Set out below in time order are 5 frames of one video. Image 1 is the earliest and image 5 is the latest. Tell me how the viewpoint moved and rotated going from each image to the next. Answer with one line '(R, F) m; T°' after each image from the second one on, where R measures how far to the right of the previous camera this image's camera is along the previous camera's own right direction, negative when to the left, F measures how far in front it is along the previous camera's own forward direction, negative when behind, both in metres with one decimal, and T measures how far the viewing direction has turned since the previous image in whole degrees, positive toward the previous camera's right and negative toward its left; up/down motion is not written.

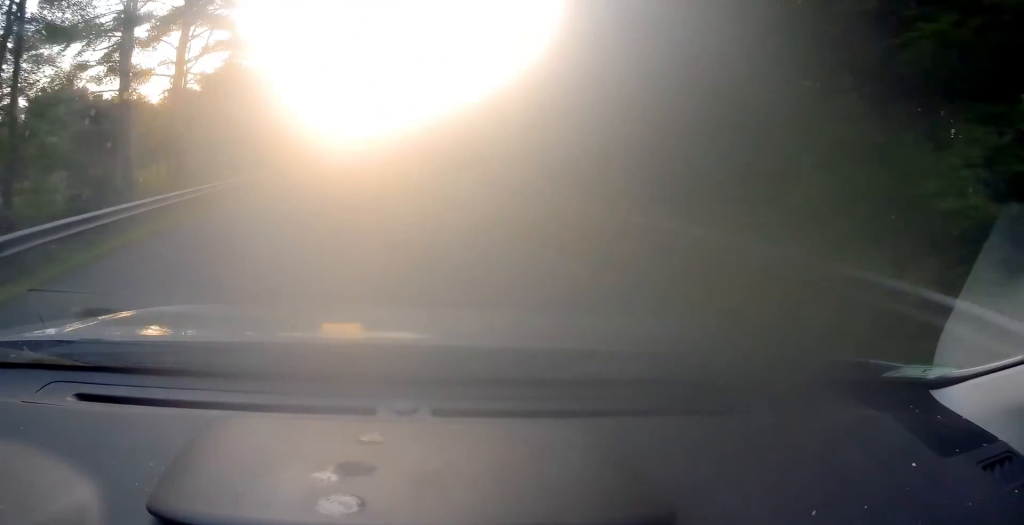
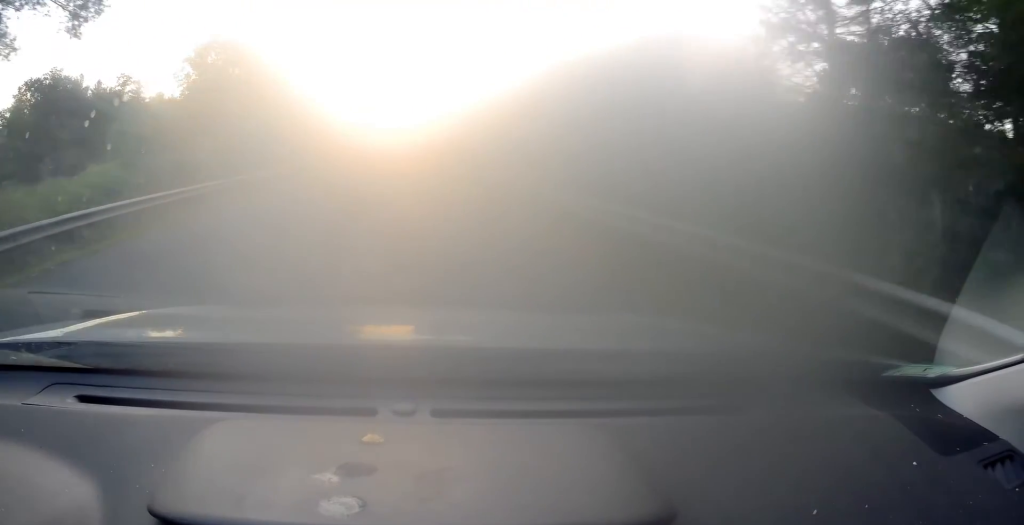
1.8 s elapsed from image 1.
(-0.2, +18.1) m; -5°
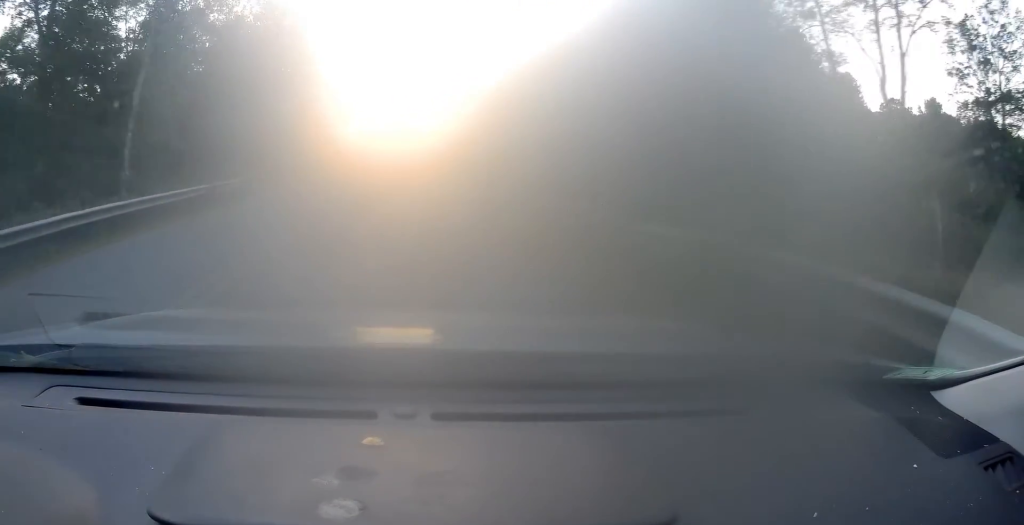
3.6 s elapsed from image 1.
(-1.9, +31.1) m; -3°
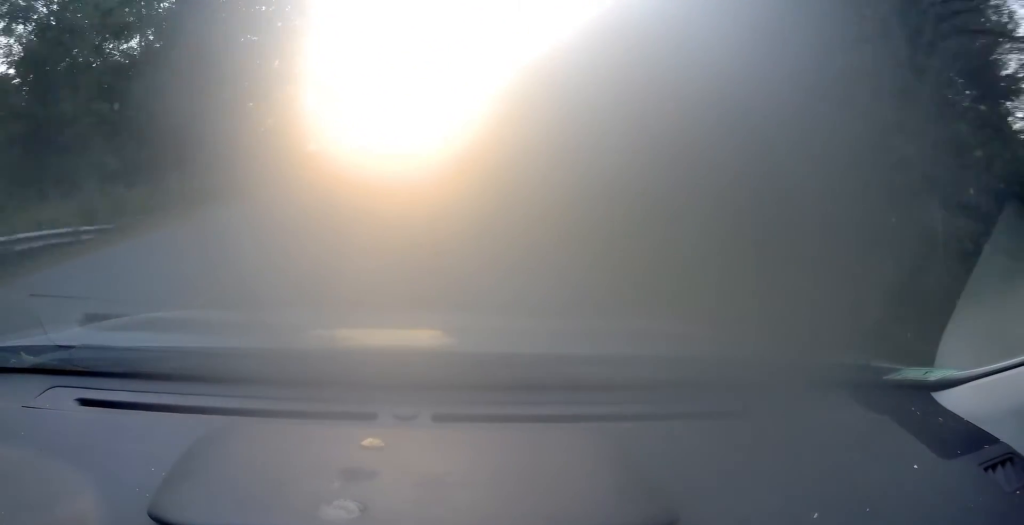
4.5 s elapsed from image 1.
(+0.1, +19.3) m; 0°
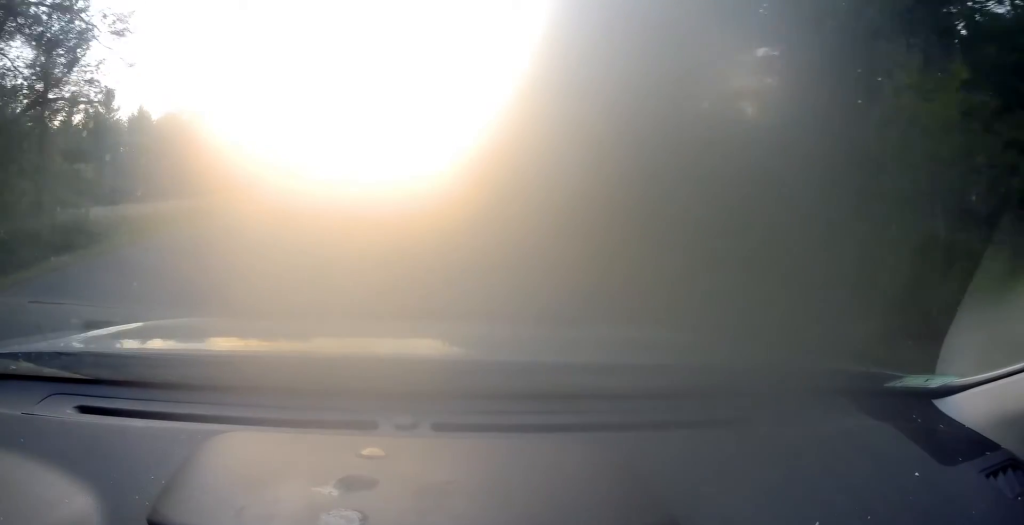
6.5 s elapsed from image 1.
(-0.1, +45.8) m; +1°
